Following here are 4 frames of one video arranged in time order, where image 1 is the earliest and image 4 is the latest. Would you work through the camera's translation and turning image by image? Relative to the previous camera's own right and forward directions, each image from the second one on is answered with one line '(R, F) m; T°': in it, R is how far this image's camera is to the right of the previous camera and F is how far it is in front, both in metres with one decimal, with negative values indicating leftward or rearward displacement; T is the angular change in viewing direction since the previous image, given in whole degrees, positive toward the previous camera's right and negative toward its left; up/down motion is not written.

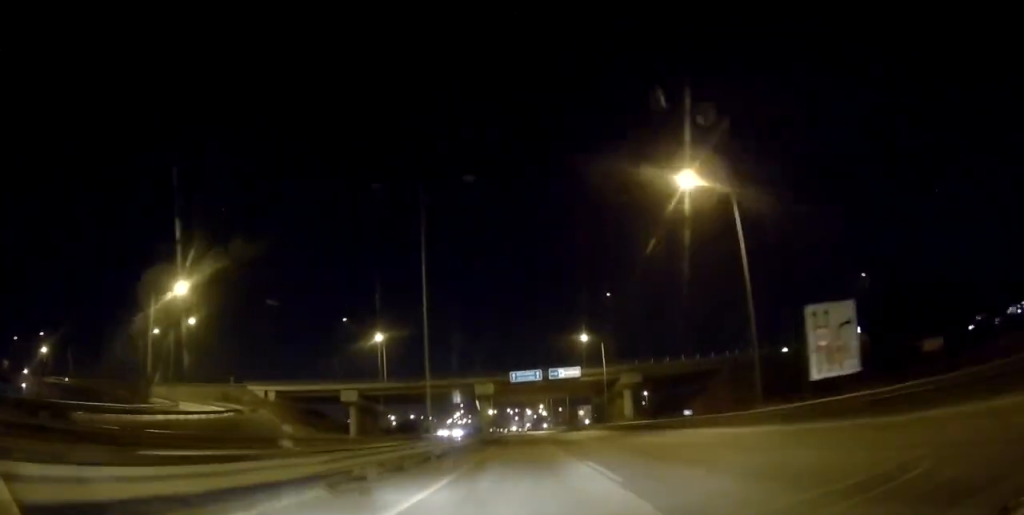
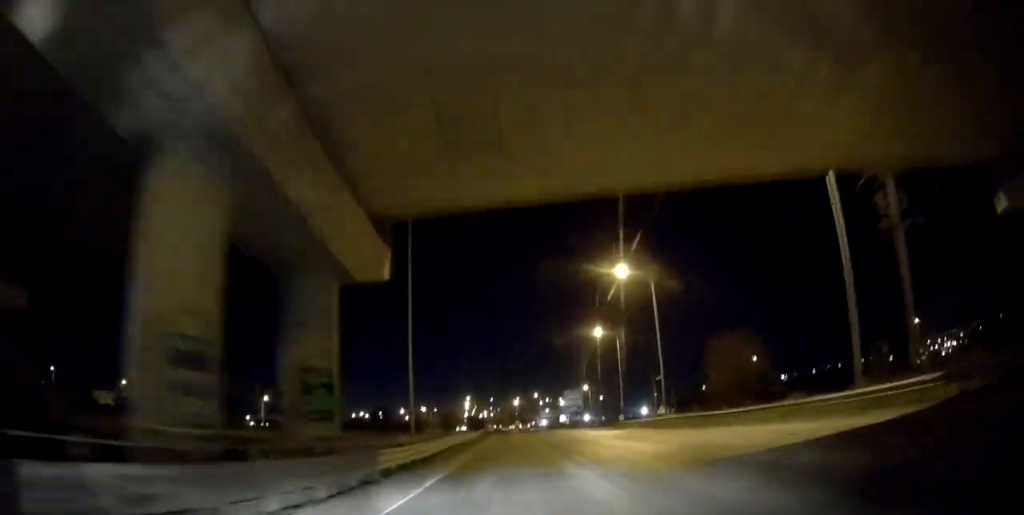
(-0.8, +101.3) m; -2°
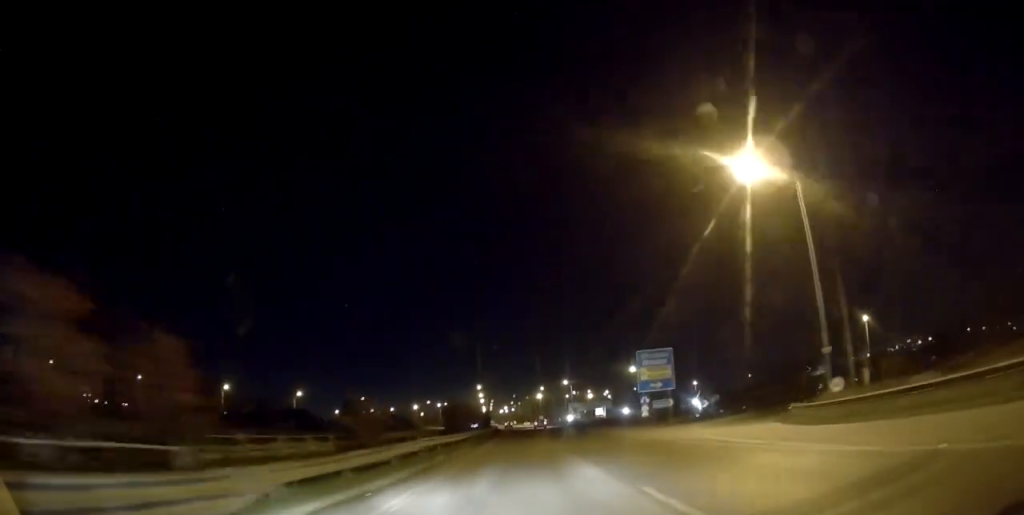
(-0.9, +47.8) m; -2°
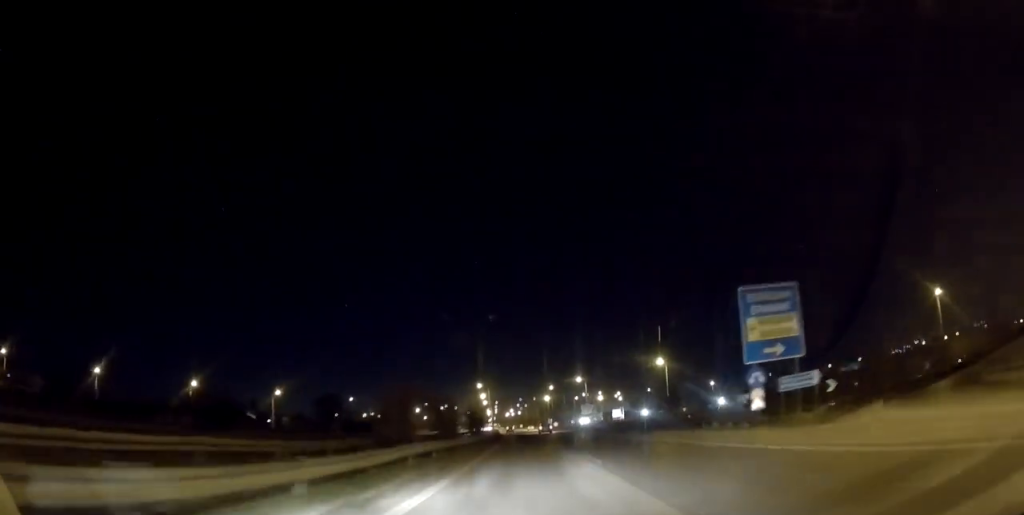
(-0.2, +22.9) m; -1°
